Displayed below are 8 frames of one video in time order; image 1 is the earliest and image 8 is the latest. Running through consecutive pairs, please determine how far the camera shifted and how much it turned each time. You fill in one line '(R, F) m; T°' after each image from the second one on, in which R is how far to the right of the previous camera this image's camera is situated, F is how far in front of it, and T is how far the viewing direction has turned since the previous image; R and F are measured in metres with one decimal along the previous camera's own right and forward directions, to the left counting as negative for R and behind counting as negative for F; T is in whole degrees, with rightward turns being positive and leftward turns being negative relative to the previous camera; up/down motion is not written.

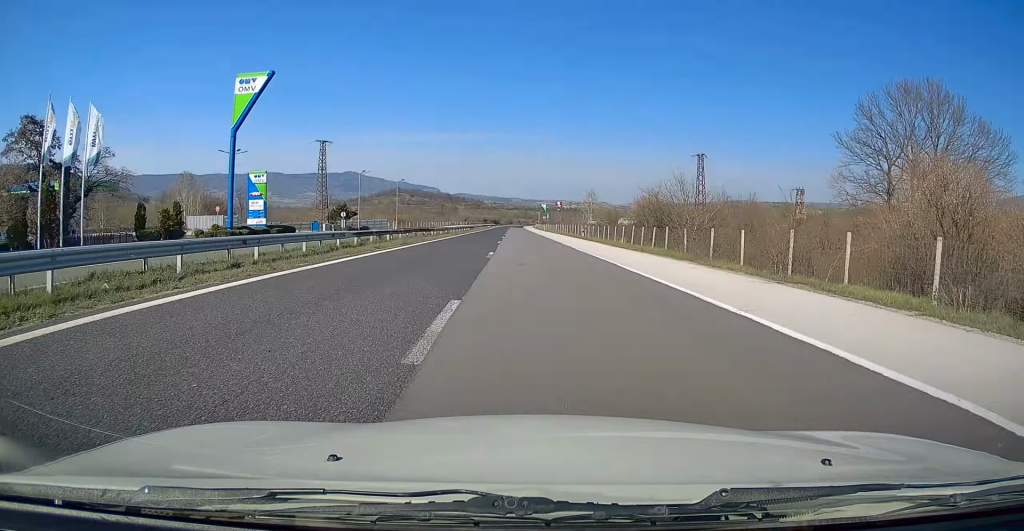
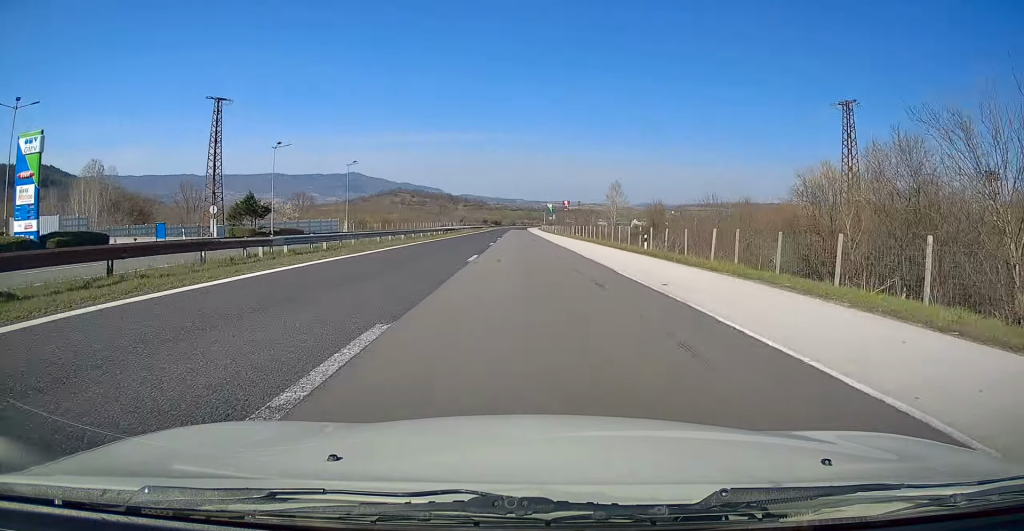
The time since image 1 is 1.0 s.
(+0.1, +34.4) m; 0°
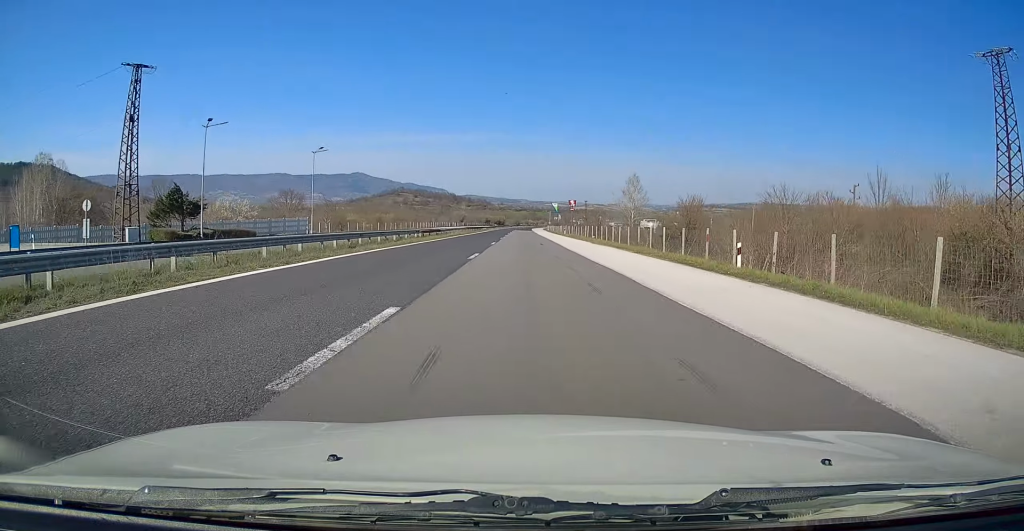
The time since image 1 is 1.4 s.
(0.0, +14.9) m; 0°
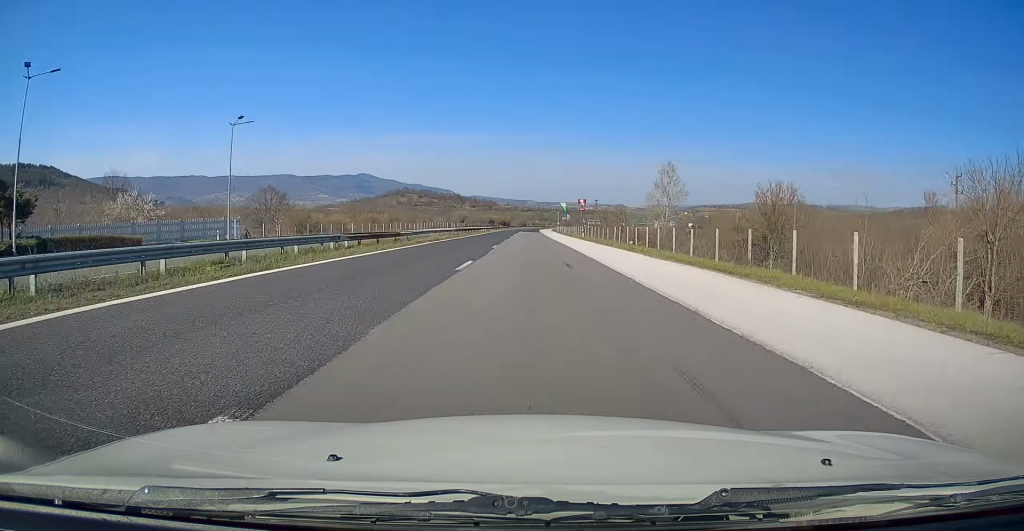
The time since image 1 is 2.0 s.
(-0.2, +20.6) m; 0°
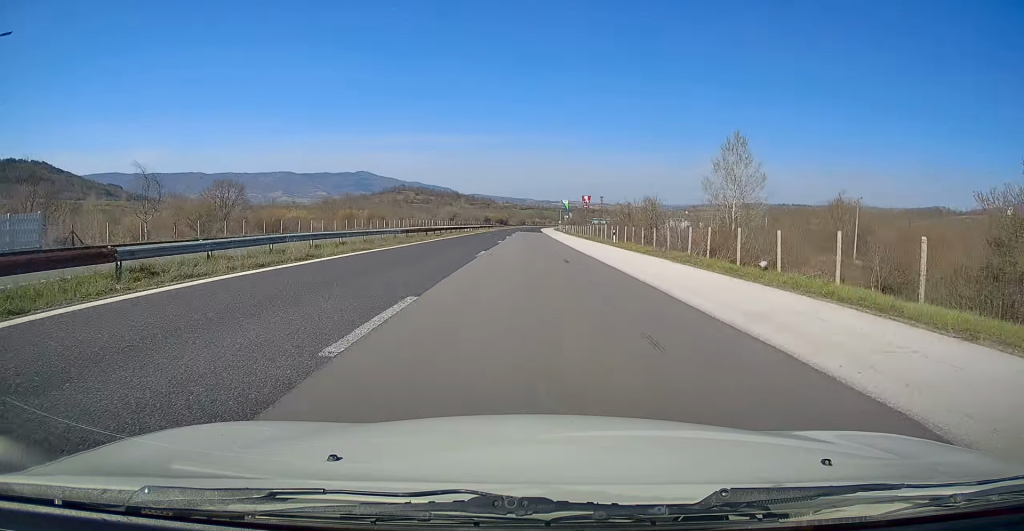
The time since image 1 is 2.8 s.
(-0.2, +26.4) m; 0°
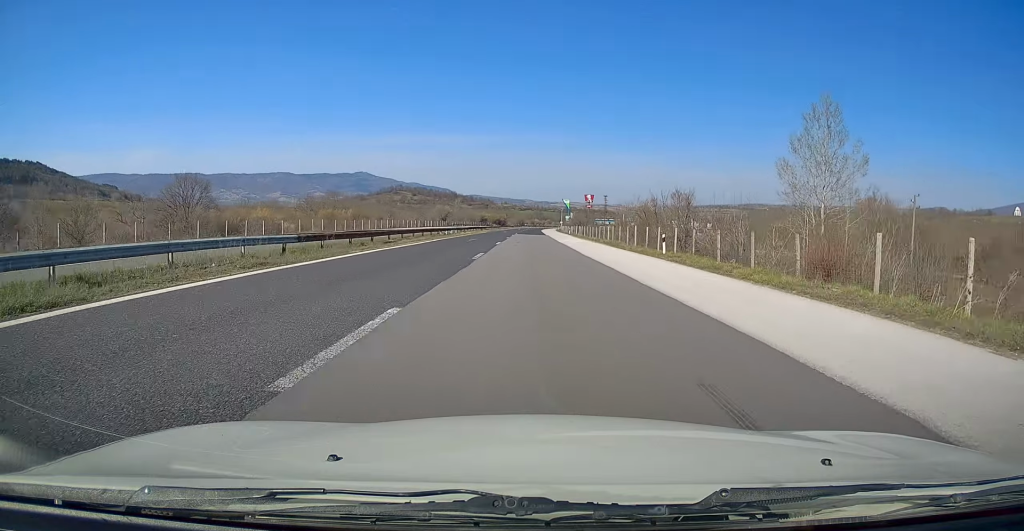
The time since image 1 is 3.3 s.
(+0.1, +17.2) m; 0°
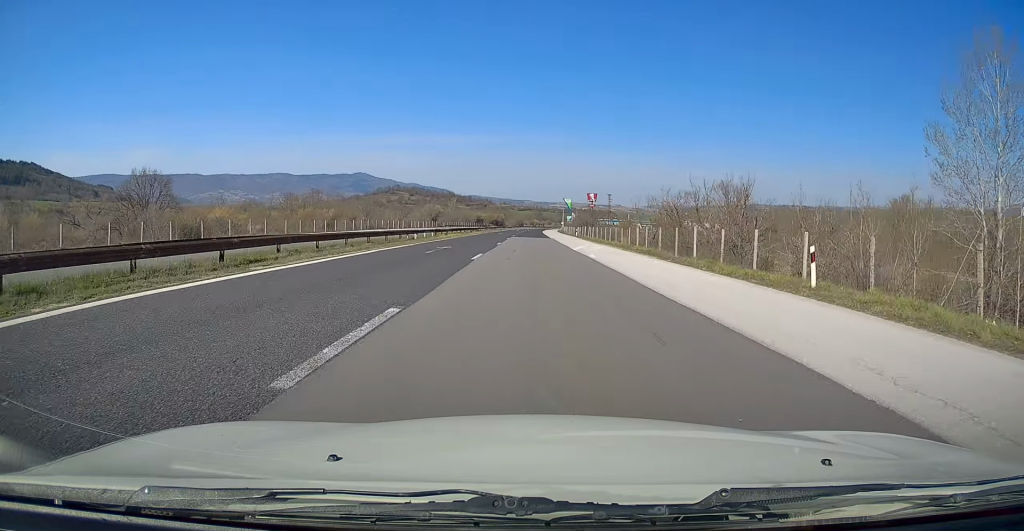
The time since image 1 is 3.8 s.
(0.0, +16.0) m; 0°
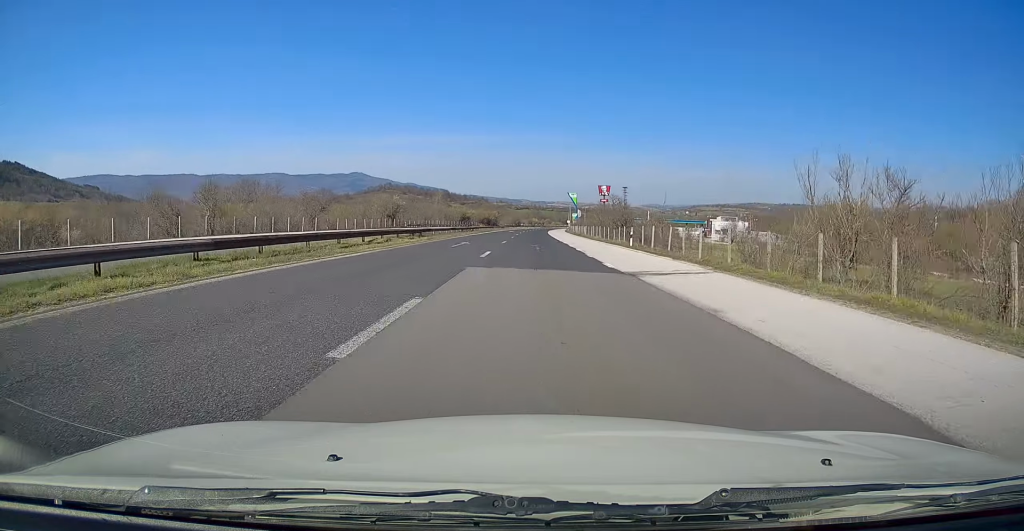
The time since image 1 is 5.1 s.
(-0.1, +47.1) m; 0°
